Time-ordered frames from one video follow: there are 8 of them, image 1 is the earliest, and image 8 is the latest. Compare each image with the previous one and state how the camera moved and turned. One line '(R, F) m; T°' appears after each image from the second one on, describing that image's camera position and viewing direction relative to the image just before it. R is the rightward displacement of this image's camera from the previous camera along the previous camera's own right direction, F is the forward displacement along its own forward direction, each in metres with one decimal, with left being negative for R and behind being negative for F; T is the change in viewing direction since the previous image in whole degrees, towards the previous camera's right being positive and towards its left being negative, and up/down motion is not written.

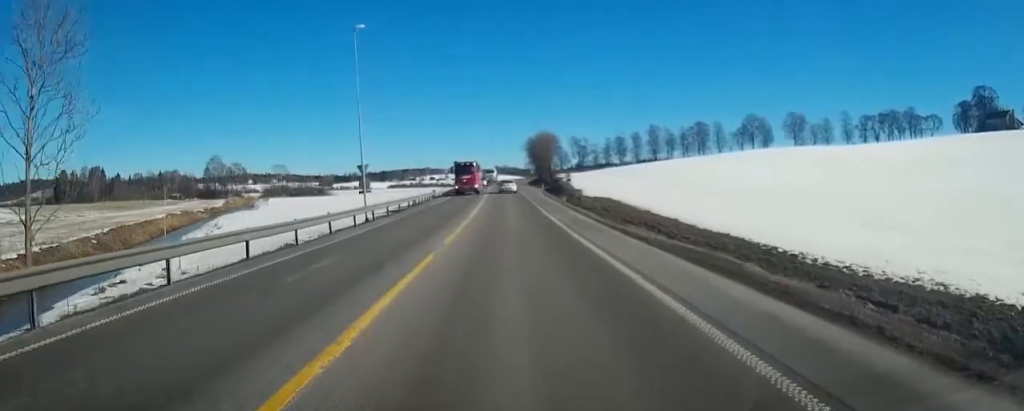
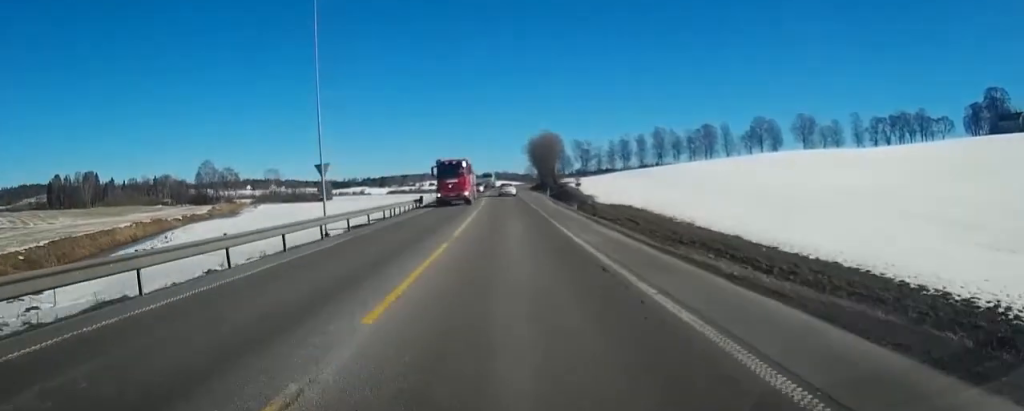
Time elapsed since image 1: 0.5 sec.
(-0.1, +8.8) m; +1°
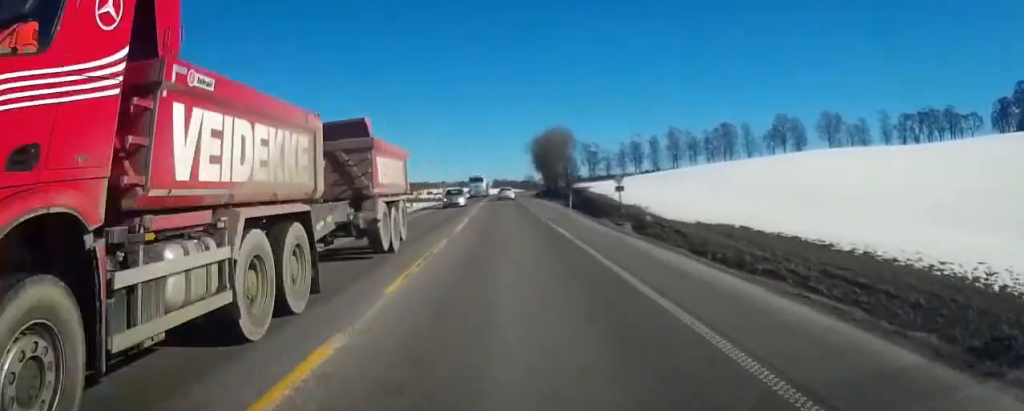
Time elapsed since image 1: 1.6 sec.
(+0.5, +22.2) m; +2°
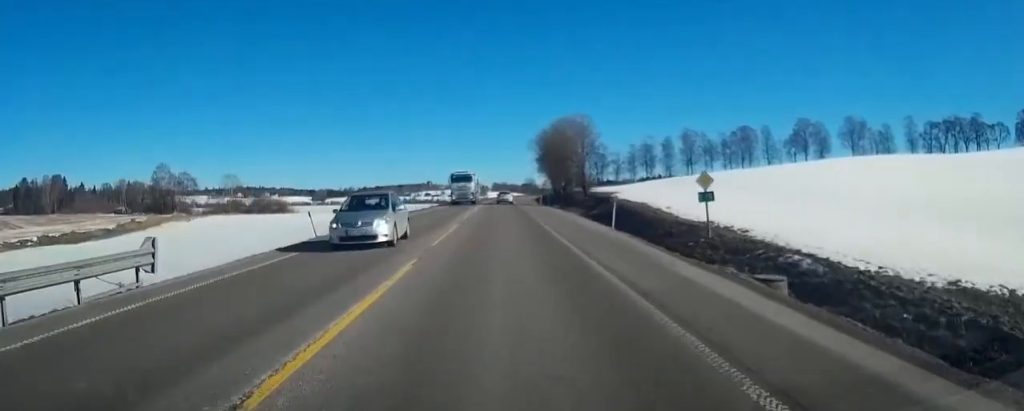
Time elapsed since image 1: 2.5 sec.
(0.0, +16.6) m; 0°
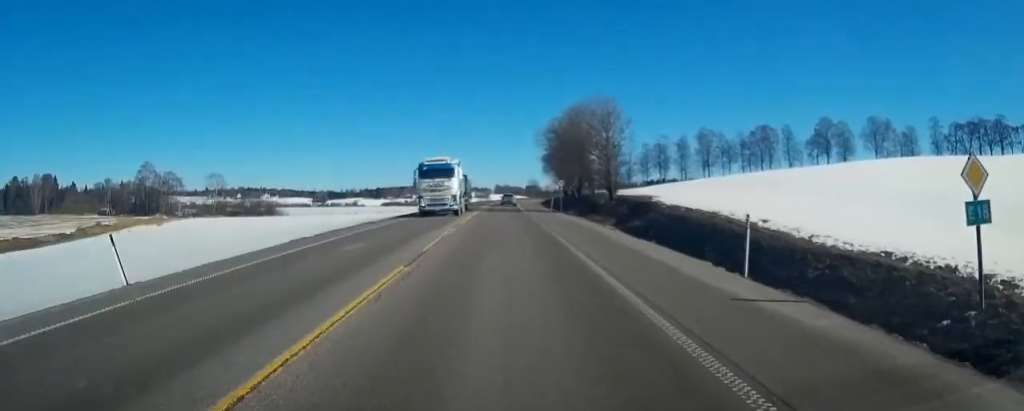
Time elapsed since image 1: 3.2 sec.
(-0.1, +13.5) m; -1°
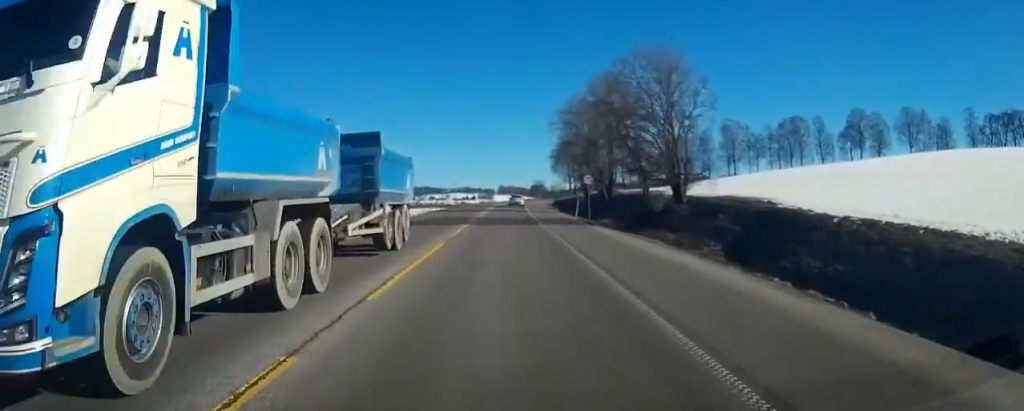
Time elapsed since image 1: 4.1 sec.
(-0.2, +18.1) m; -1°
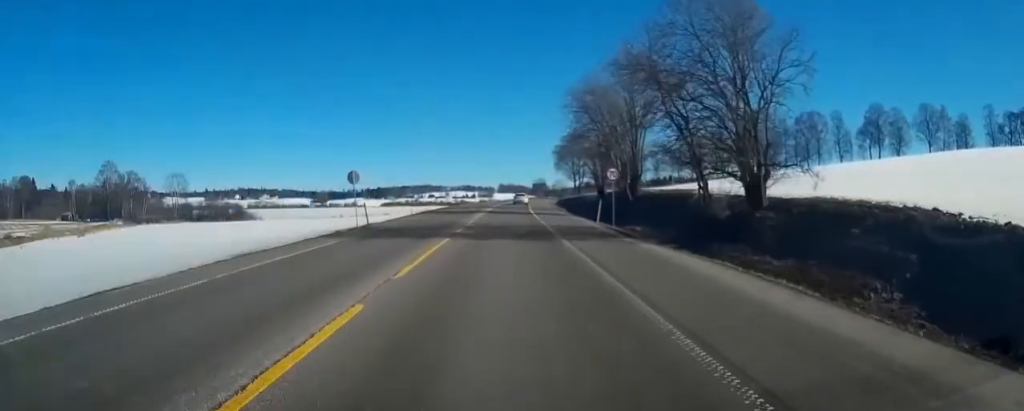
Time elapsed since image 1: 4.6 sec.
(-0.1, +9.8) m; -1°
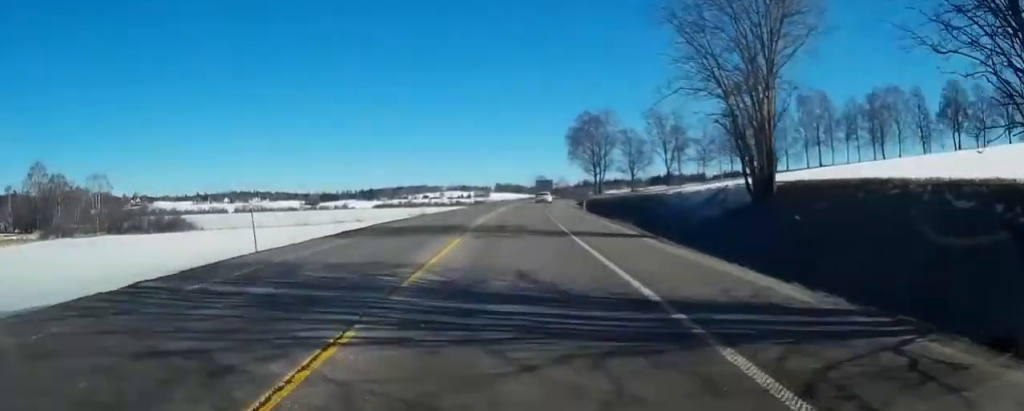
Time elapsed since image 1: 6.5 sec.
(+0.6, +37.3) m; +2°
